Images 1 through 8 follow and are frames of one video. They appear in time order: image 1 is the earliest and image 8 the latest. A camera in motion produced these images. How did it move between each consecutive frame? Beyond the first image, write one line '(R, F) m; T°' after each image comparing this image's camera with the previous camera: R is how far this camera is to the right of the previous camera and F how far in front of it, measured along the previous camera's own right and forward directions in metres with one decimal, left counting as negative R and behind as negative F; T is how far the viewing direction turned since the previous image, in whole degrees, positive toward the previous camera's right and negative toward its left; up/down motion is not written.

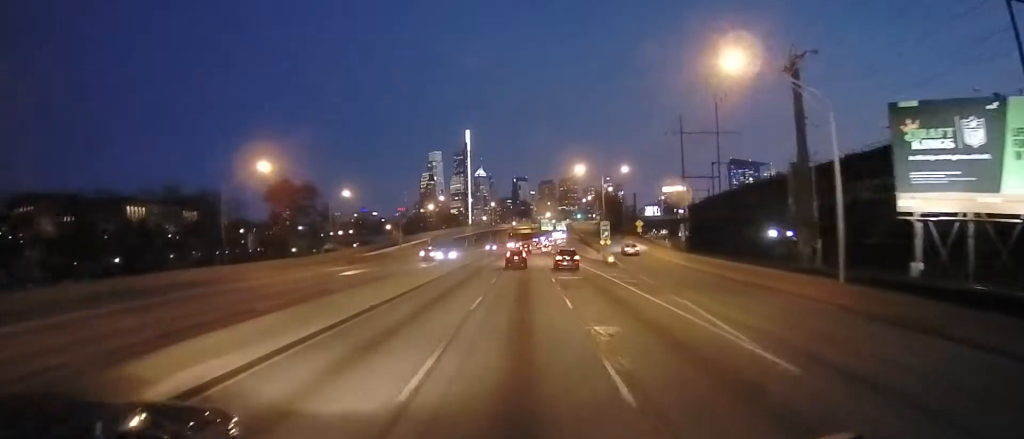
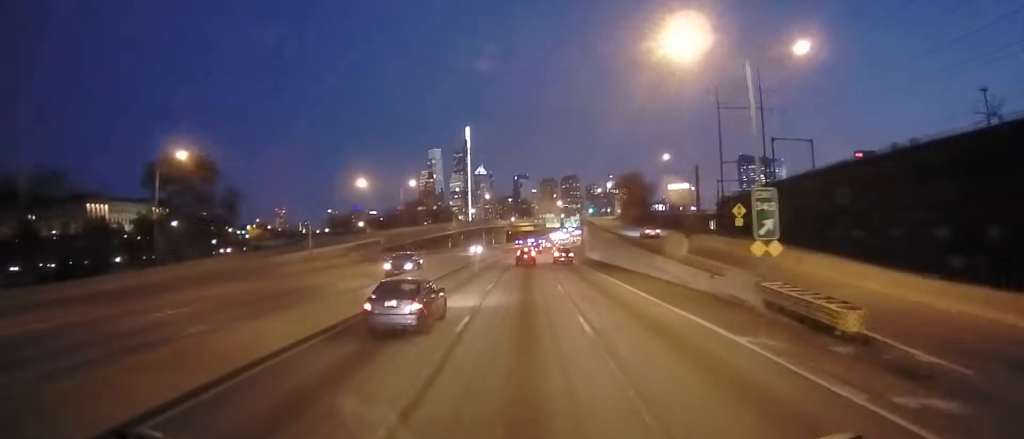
(0.0, +42.1) m; +1°
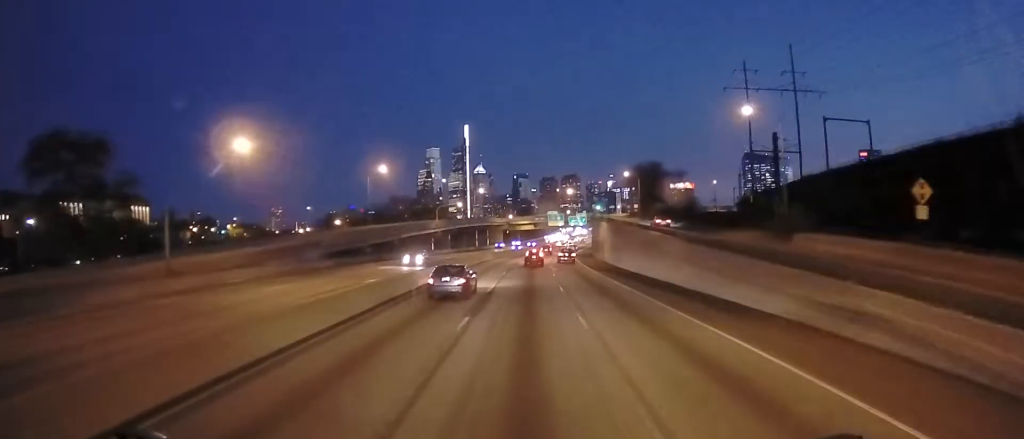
(-0.4, +24.5) m; 0°
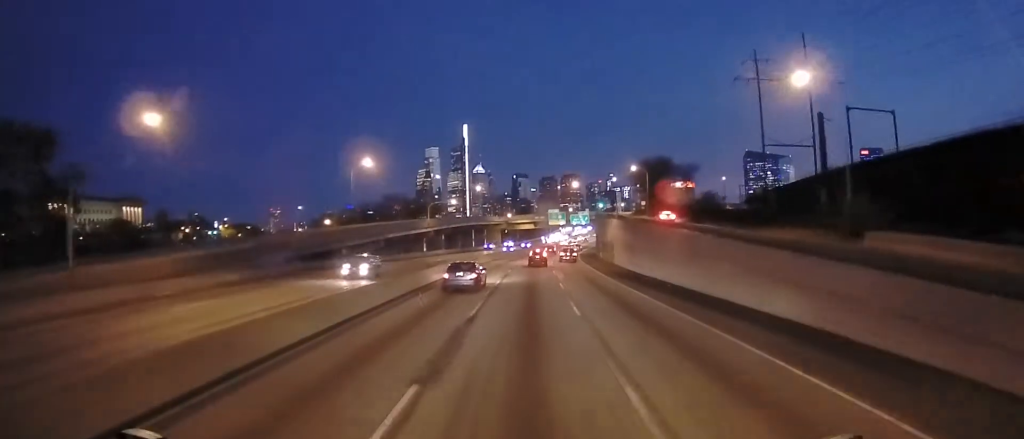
(-0.1, +8.8) m; +1°
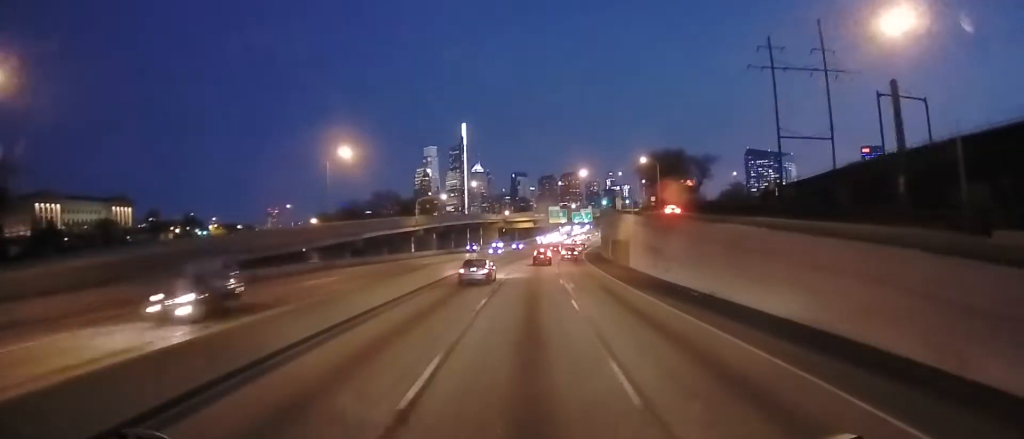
(0.0, +10.1) m; +1°
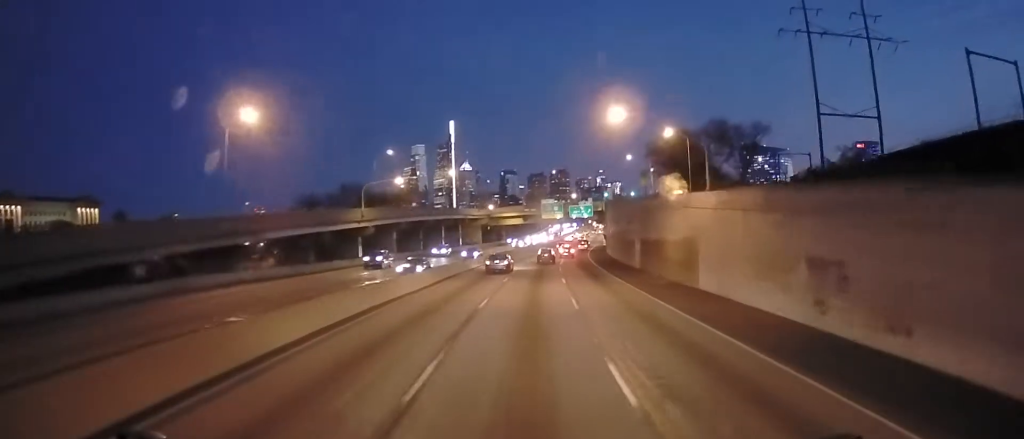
(+0.3, +24.9) m; 0°
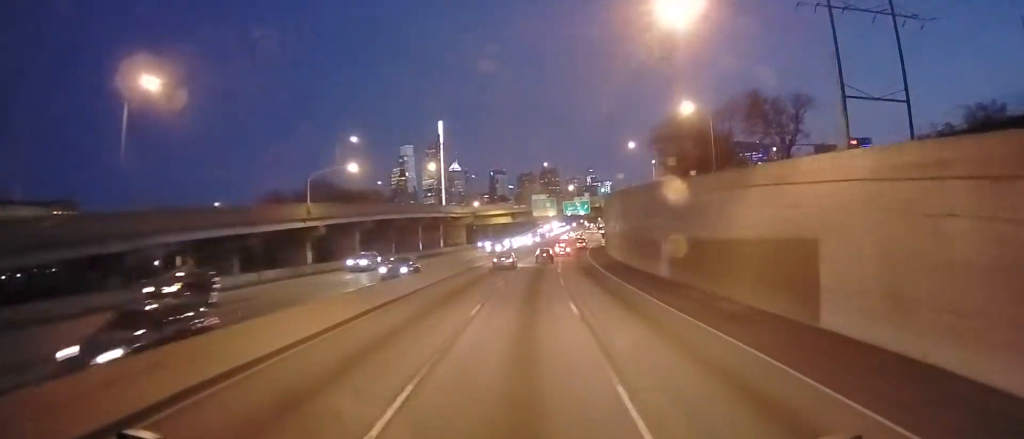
(-0.3, +14.0) m; 0°
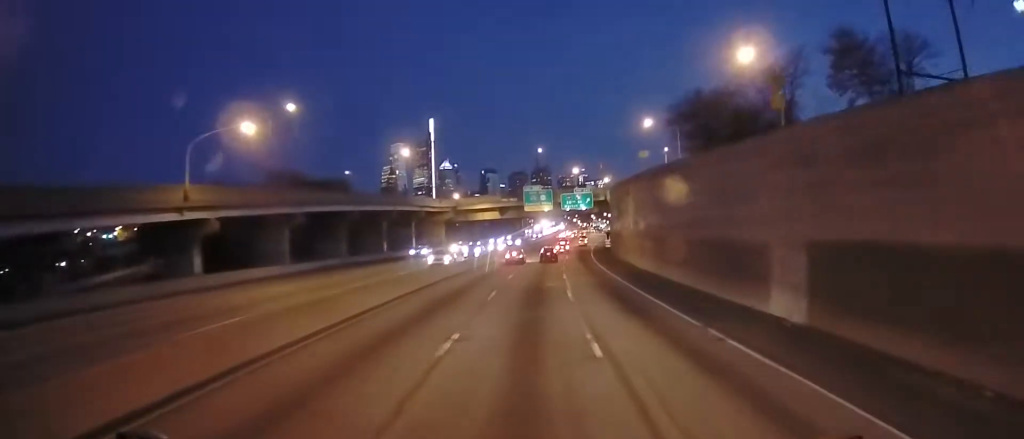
(+0.6, +19.2) m; +2°
